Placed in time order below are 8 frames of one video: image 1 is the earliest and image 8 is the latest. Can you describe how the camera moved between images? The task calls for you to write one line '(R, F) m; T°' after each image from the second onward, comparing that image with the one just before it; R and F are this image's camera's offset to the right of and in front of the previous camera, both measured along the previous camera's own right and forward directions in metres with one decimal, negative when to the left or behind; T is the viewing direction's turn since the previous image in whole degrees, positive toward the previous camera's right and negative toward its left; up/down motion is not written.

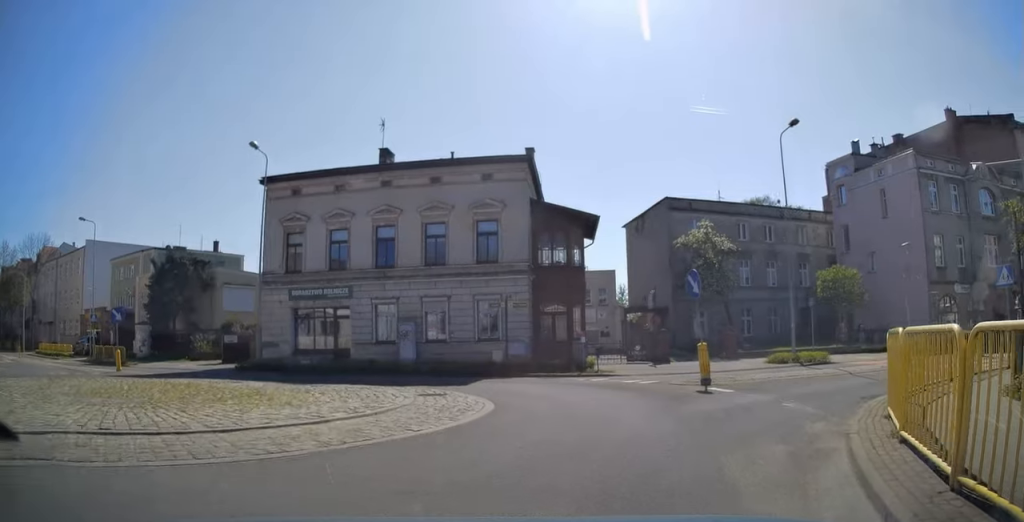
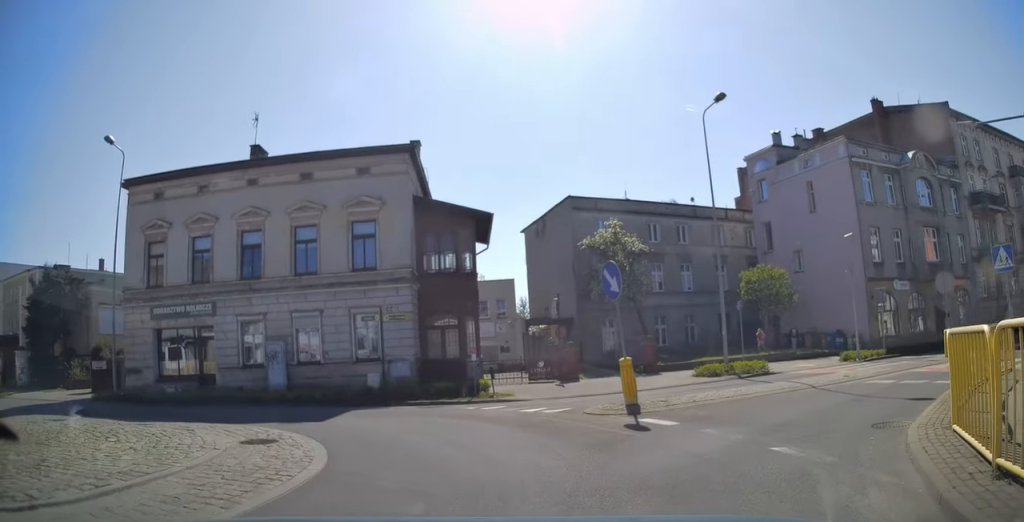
(+0.3, +4.0) m; +4°
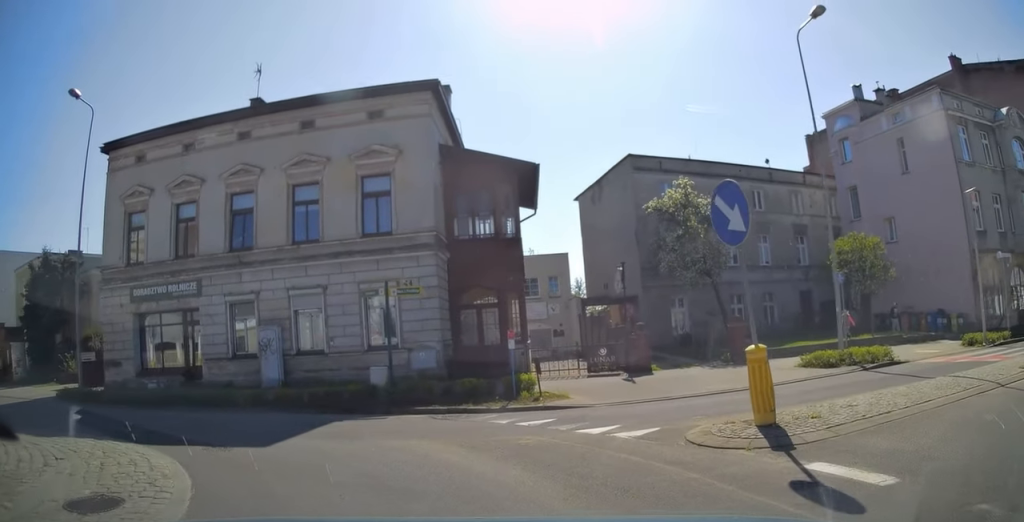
(+0.3, +5.5) m; -1°
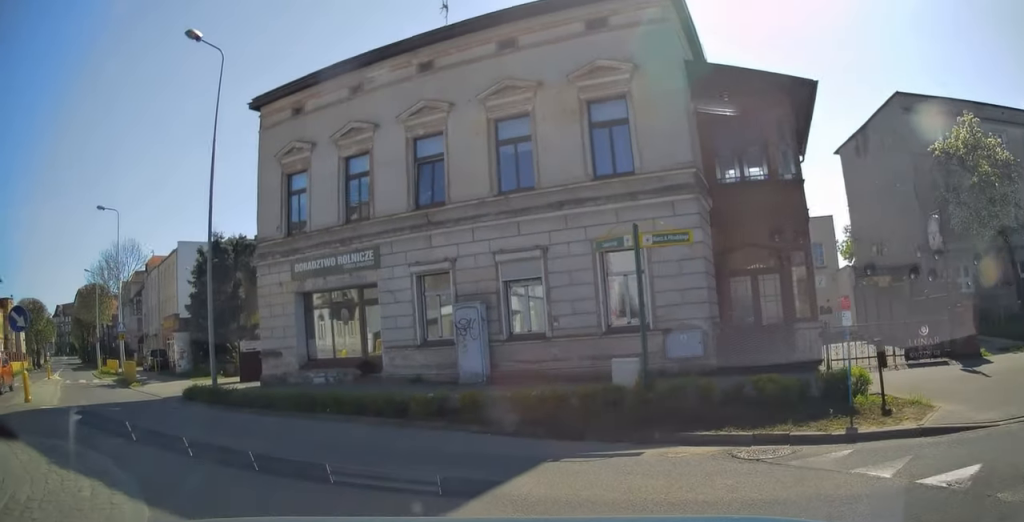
(-0.3, +5.5) m; -16°
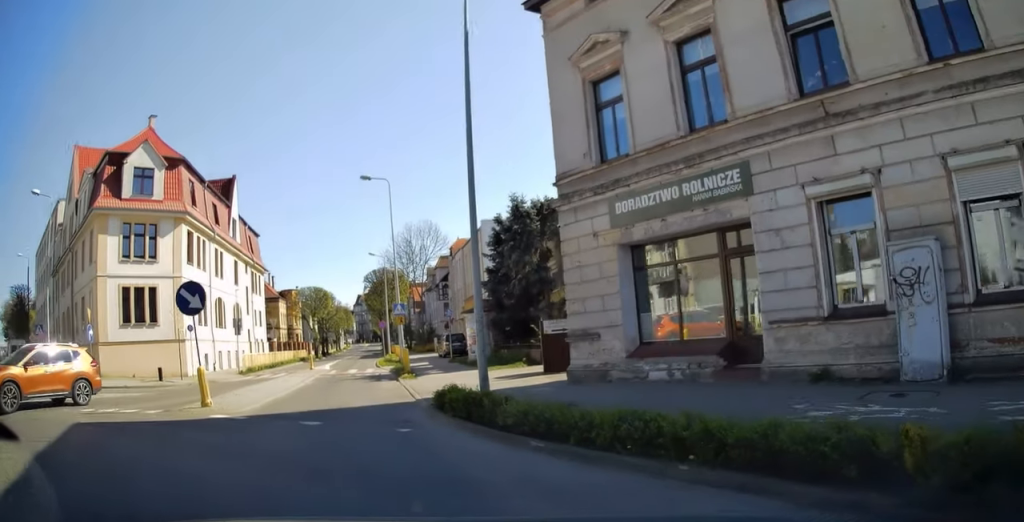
(-1.6, +6.2) m; -28°
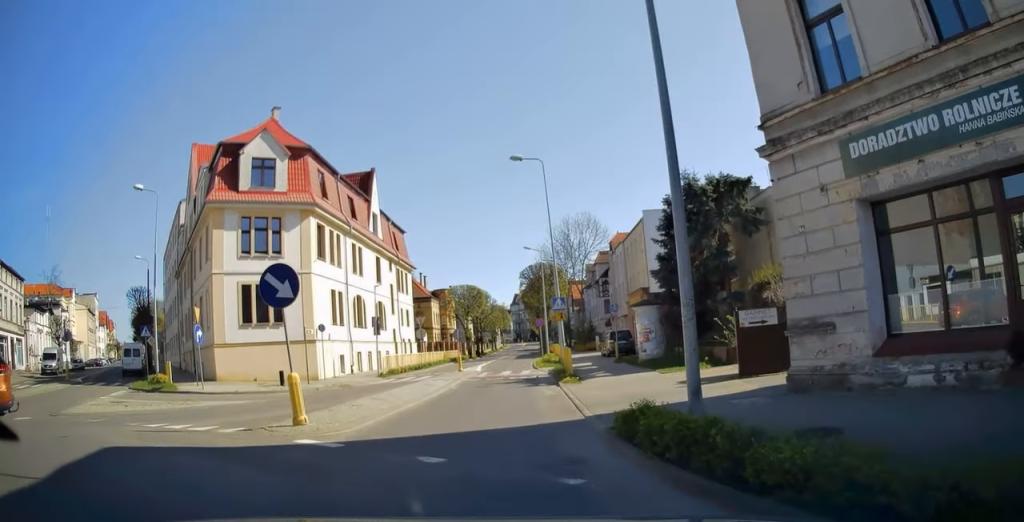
(-0.2, +3.4) m; -13°
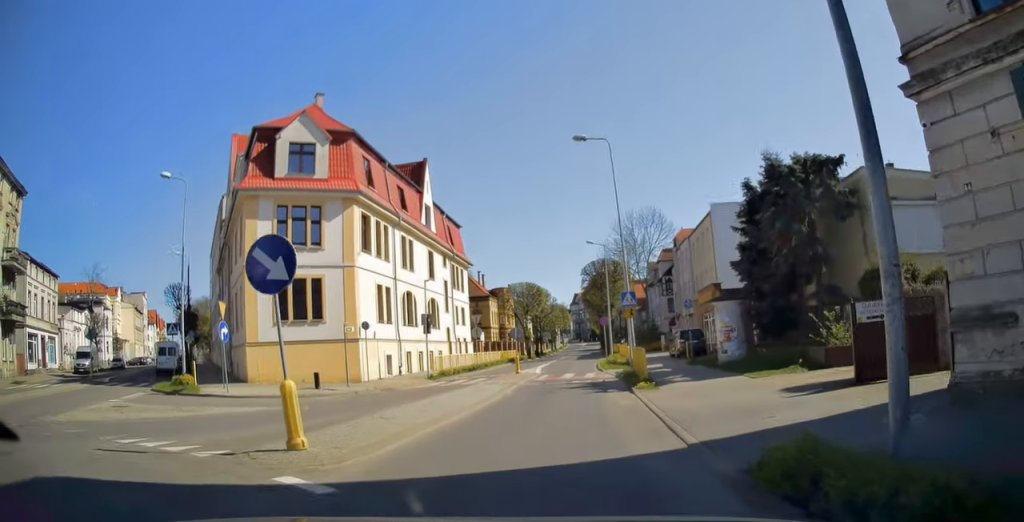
(-0.5, +2.8) m; -6°
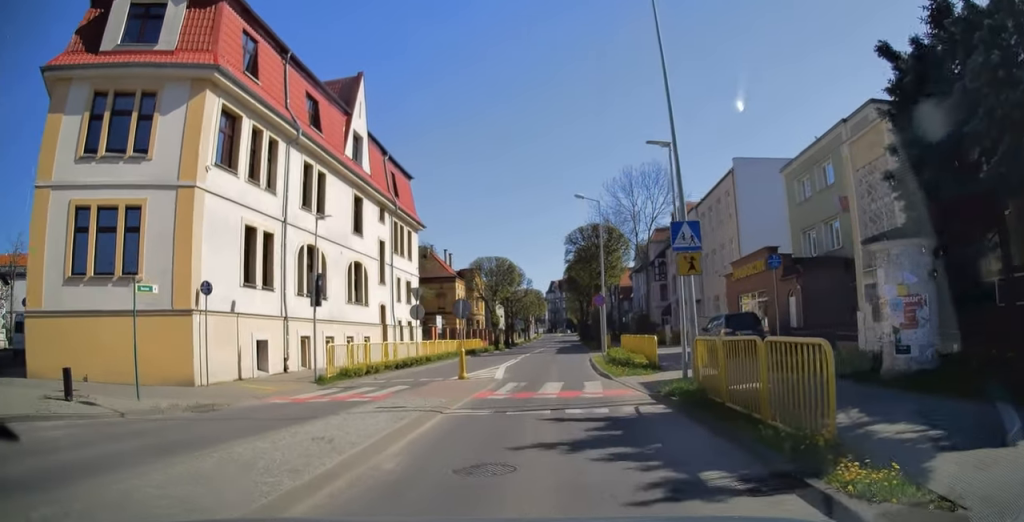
(-1.3, +12.7) m; -5°
